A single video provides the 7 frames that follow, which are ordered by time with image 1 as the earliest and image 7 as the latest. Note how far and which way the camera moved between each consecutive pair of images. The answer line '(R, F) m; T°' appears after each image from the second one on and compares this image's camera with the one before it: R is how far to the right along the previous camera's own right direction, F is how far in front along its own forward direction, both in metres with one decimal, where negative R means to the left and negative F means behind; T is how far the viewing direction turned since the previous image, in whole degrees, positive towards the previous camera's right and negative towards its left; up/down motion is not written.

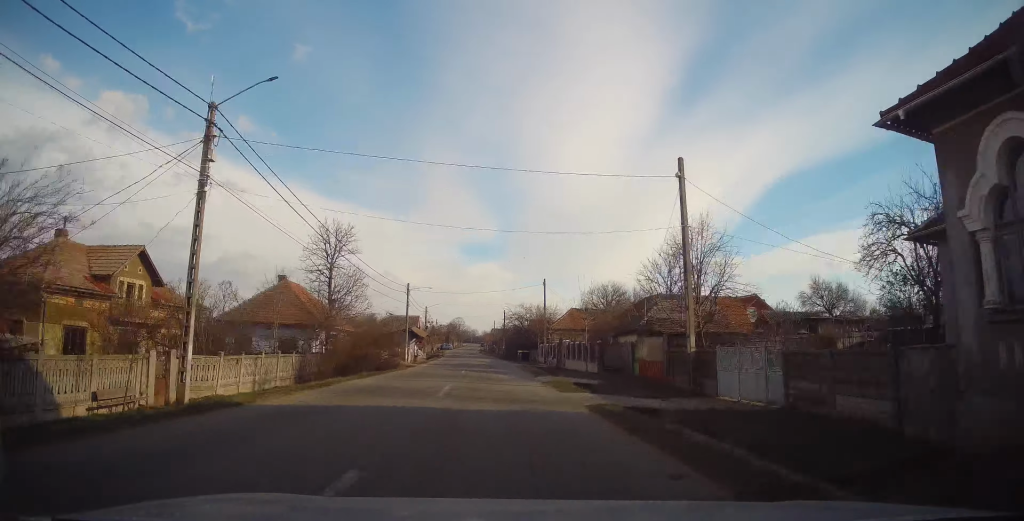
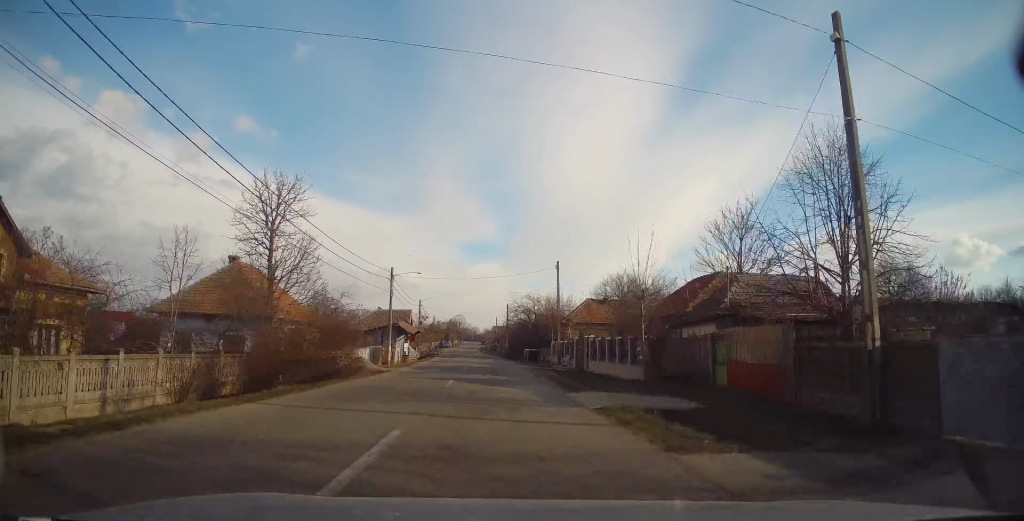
(-0.1, +9.5) m; 0°
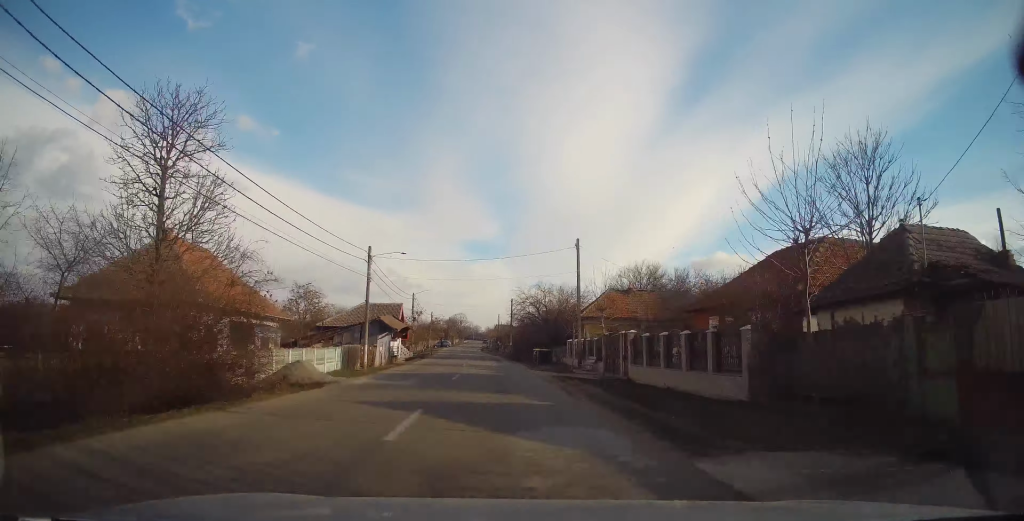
(-0.3, +9.2) m; 0°
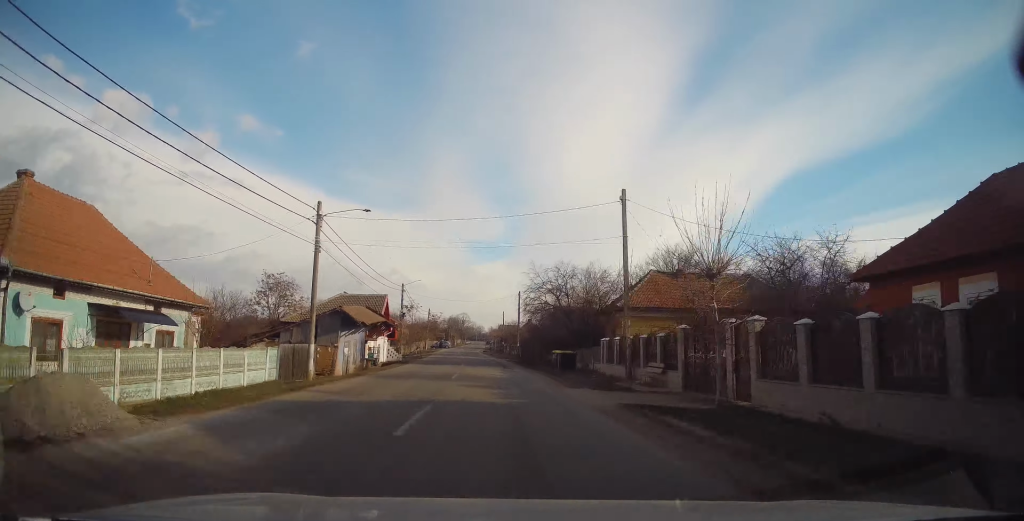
(+0.1, +11.6) m; 0°
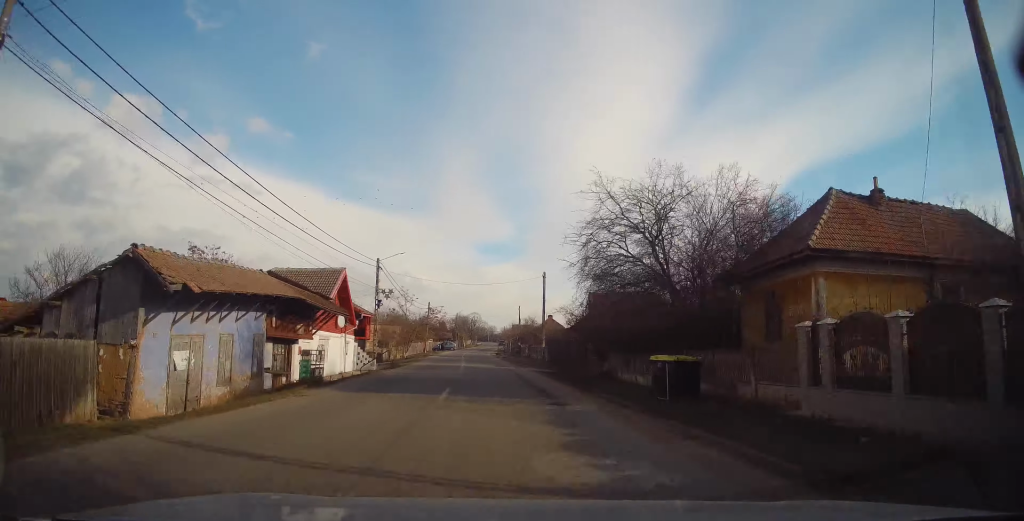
(-0.2, +18.7) m; -1°
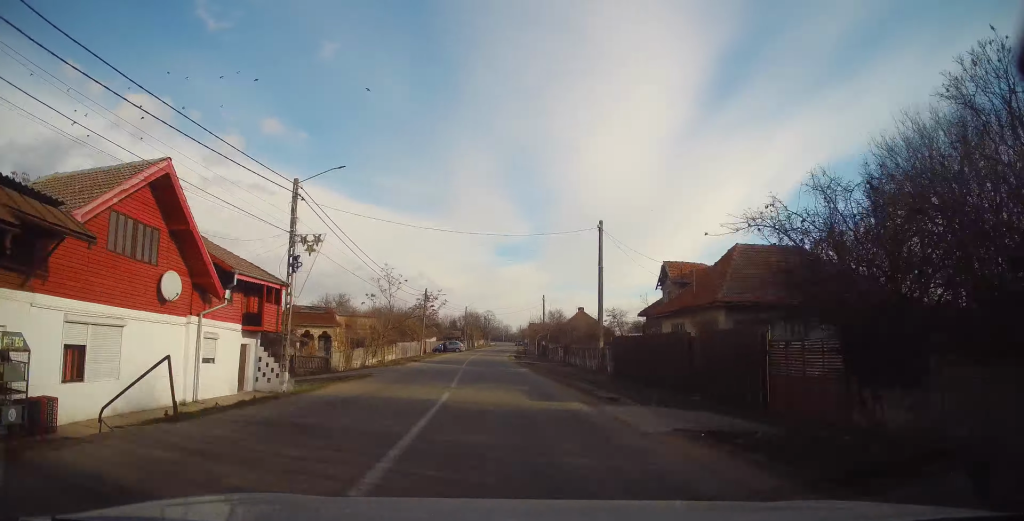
(0.0, +20.5) m; -1°
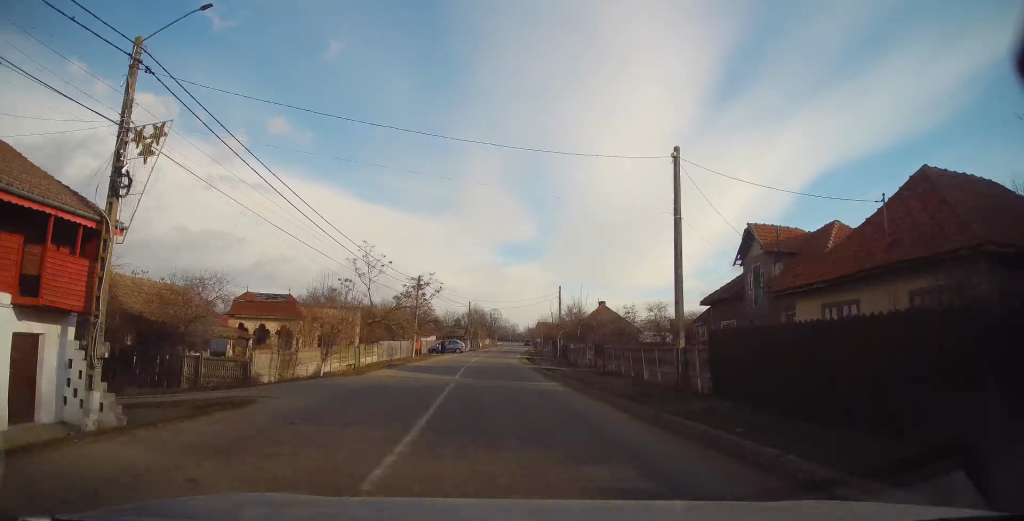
(0.0, +11.6) m; -1°
